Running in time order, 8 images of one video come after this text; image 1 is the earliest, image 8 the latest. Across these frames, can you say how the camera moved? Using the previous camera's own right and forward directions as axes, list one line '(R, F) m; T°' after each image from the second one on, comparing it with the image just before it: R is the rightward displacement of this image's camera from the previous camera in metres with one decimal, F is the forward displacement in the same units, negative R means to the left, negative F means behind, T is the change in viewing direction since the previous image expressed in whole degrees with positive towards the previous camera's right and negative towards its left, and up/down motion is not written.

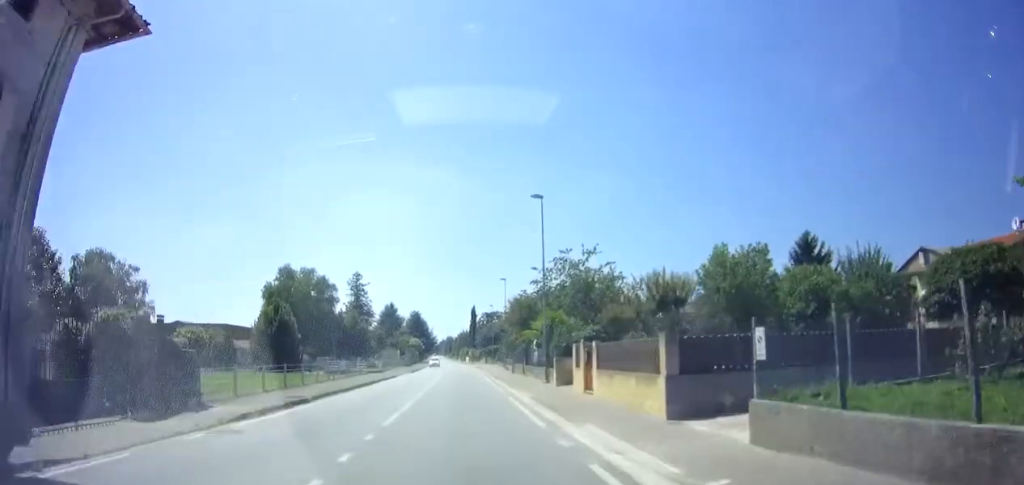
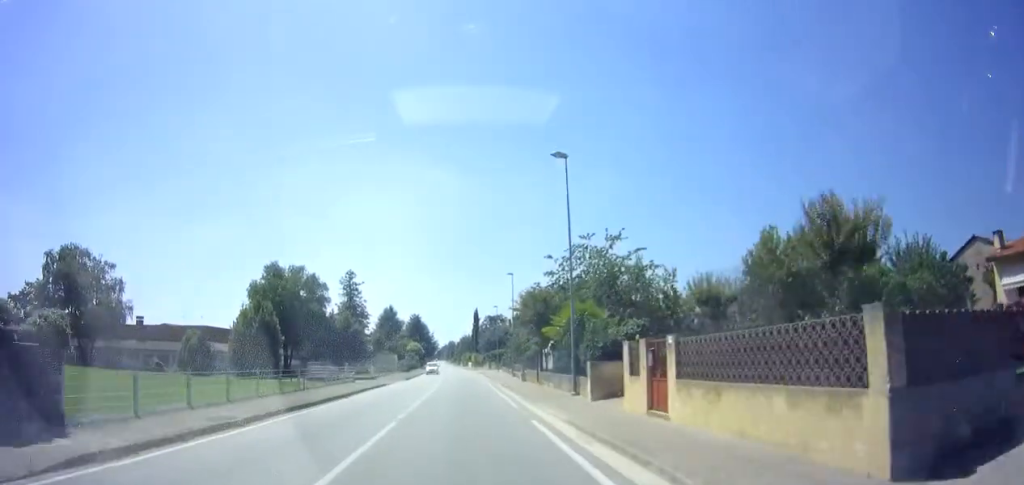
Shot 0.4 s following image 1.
(-0.2, +6.2) m; -1°
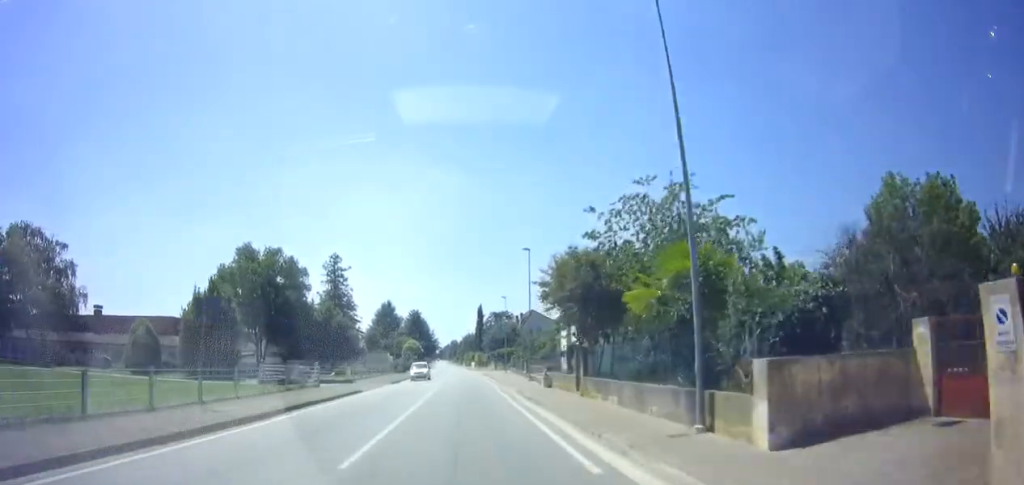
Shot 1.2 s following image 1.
(-0.1, +10.9) m; 0°
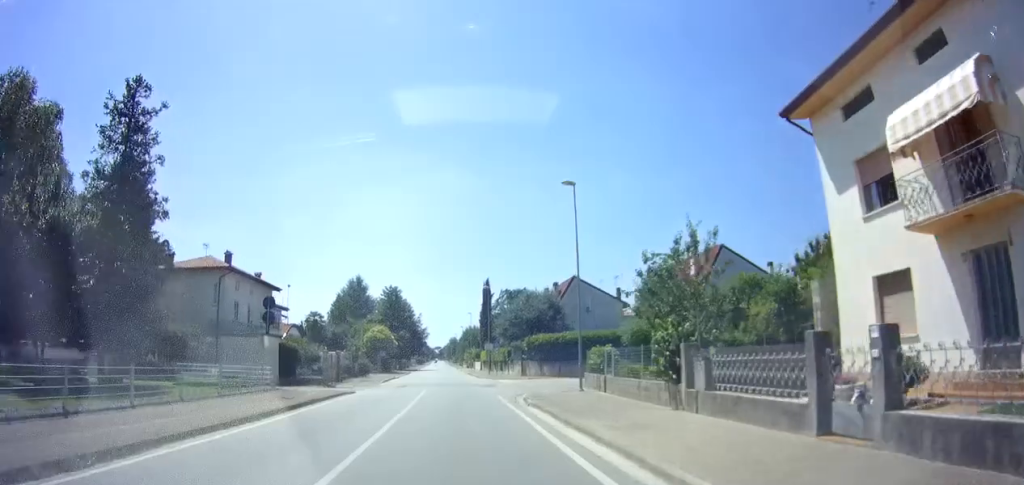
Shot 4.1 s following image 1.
(+0.3, +41.8) m; -1°
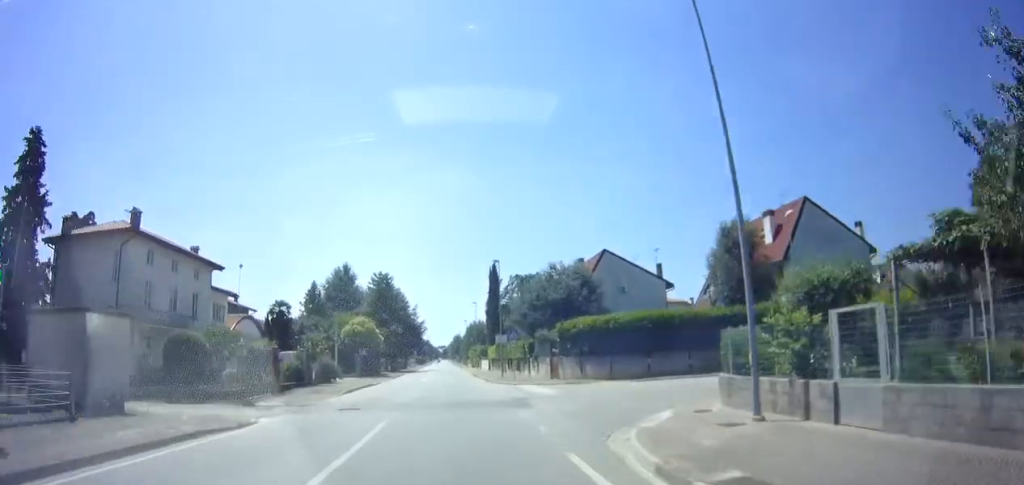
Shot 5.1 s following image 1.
(-0.1, +13.7) m; 0°
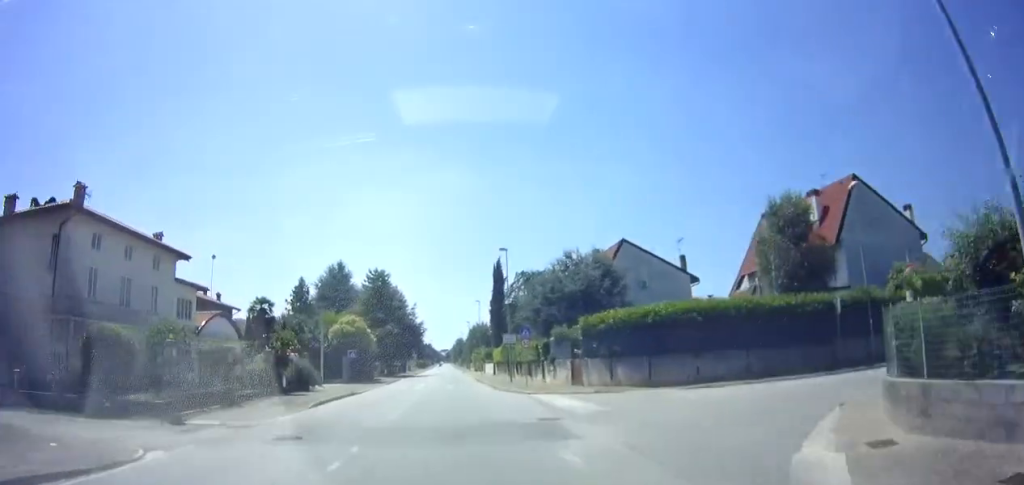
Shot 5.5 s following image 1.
(0.0, +5.7) m; 0°
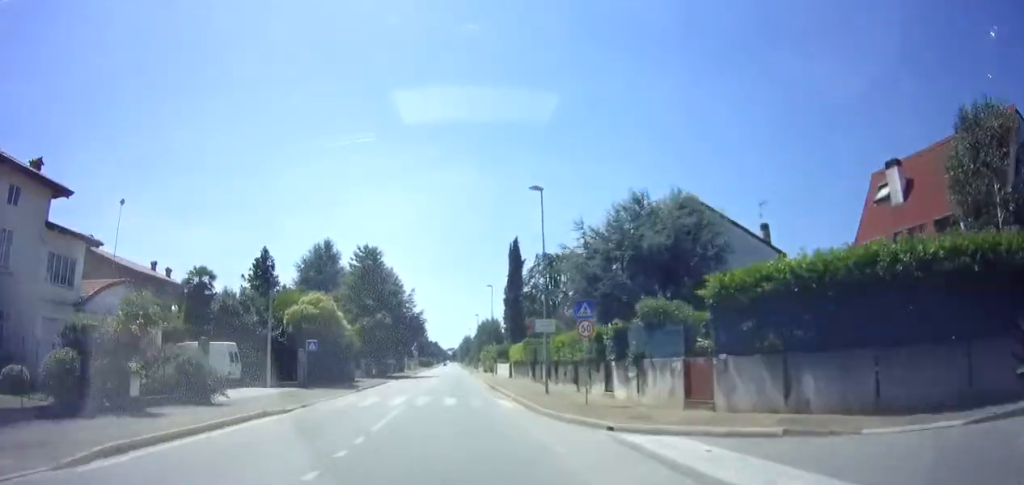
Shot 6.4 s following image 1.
(+0.1, +13.3) m; 0°
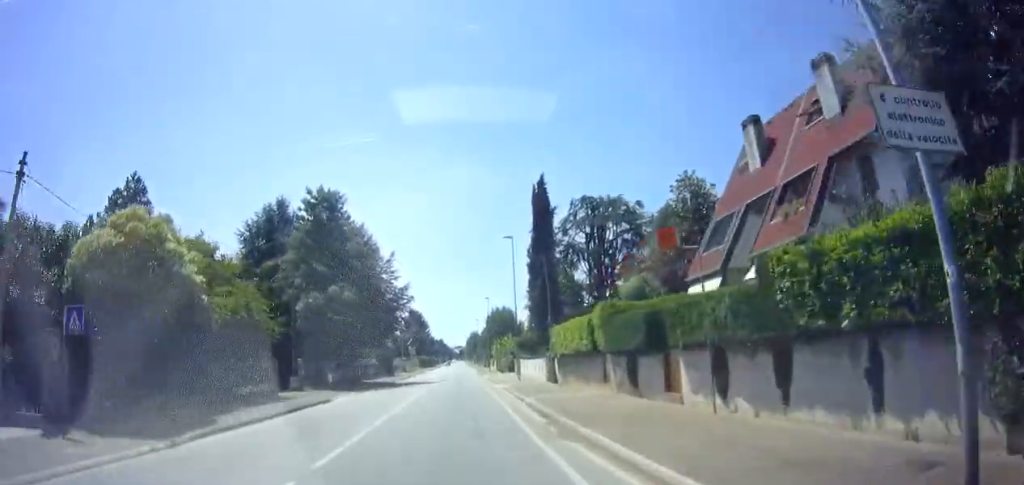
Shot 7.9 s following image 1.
(-0.1, +20.2) m; -2°
